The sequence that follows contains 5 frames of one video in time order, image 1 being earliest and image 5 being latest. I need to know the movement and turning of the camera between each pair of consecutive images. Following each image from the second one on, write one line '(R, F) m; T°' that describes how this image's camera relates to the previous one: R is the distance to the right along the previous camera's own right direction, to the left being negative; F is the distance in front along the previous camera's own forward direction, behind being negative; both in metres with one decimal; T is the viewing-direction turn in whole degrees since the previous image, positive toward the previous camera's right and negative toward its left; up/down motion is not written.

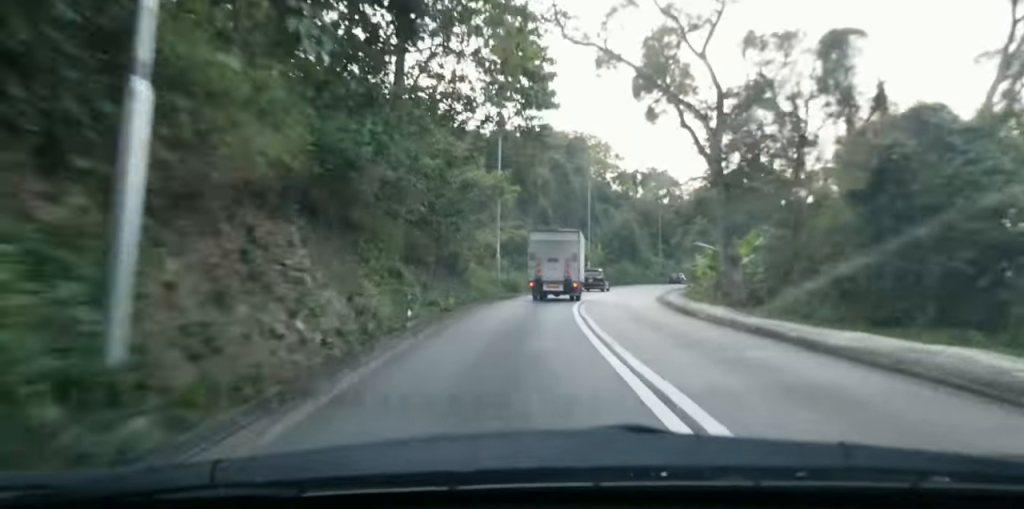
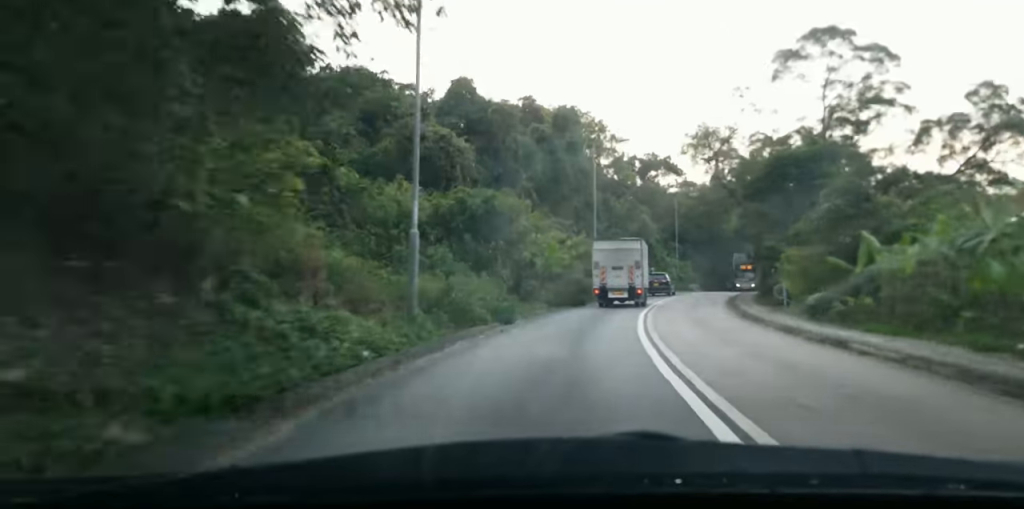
(-0.2, +25.8) m; +1°
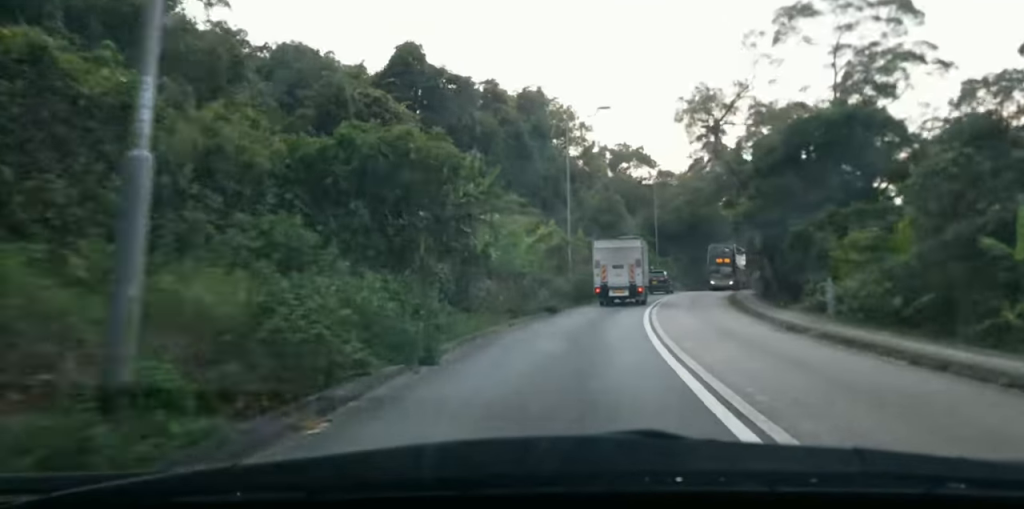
(+0.1, +9.8) m; +2°
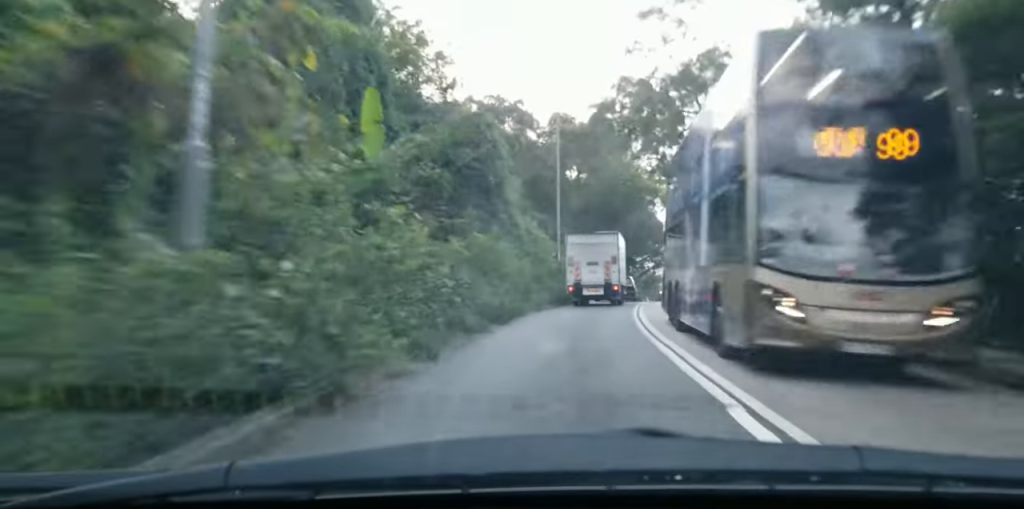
(+5.5, +32.4) m; +17°
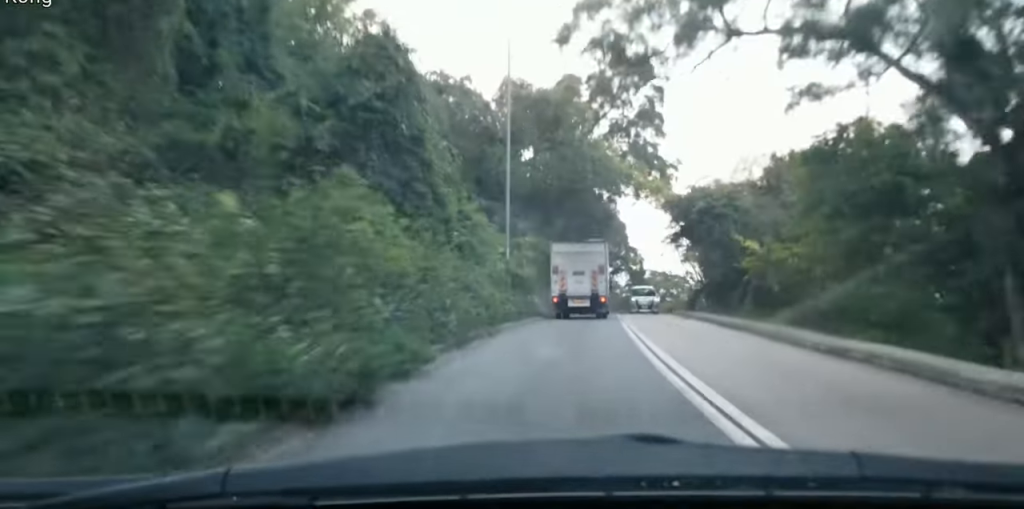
(0.0, +11.5) m; 0°
